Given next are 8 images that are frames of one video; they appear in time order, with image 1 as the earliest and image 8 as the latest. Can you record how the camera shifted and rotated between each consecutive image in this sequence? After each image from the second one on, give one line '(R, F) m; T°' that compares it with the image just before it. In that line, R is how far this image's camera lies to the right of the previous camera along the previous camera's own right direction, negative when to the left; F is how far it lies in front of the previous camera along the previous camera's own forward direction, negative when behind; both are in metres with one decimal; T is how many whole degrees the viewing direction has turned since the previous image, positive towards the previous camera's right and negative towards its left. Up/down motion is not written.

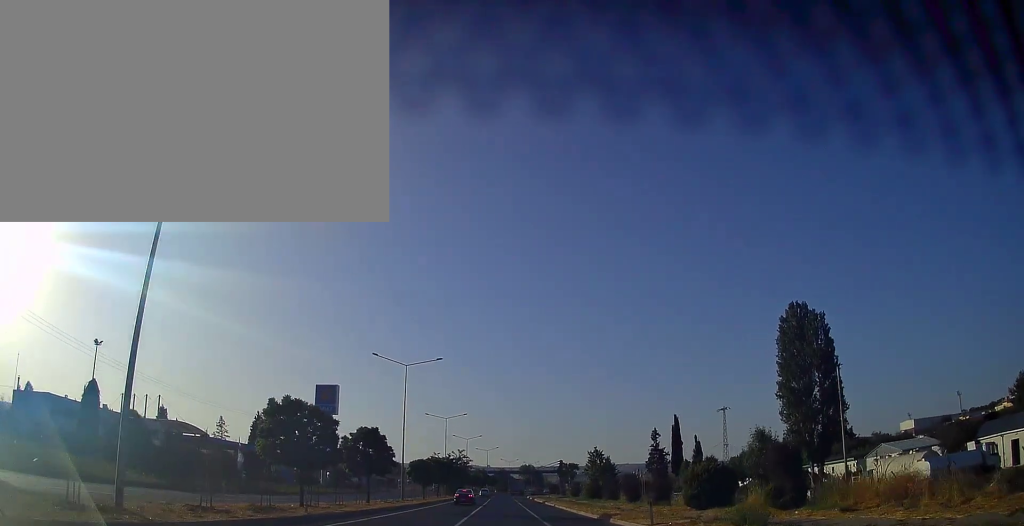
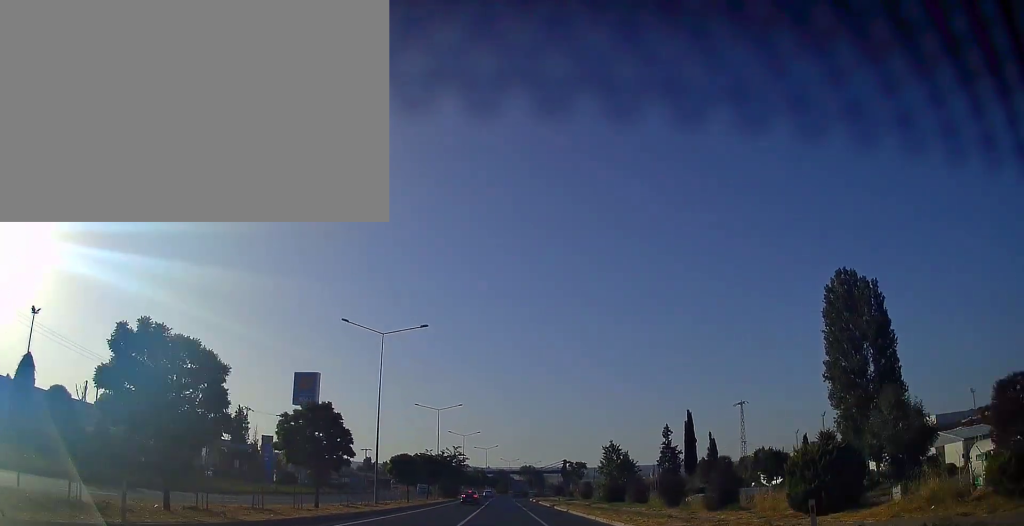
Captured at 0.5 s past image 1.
(-0.1, +10.3) m; 0°
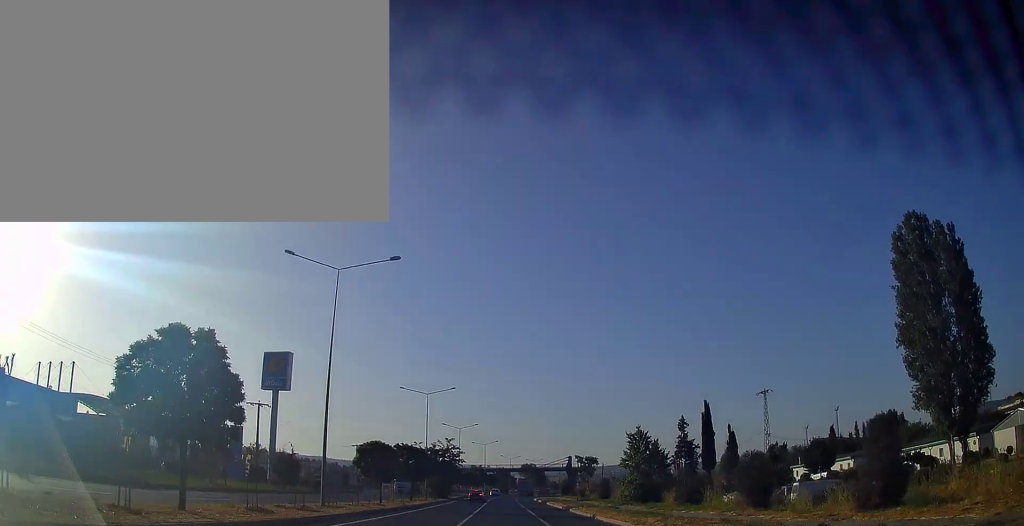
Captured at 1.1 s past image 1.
(0.0, +13.3) m; 0°
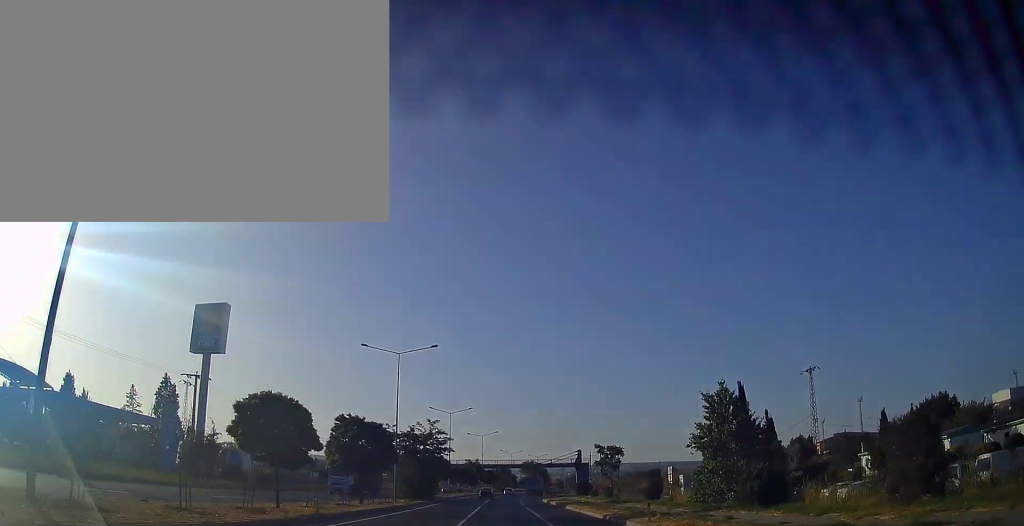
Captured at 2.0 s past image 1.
(0.0, +19.9) m; 0°
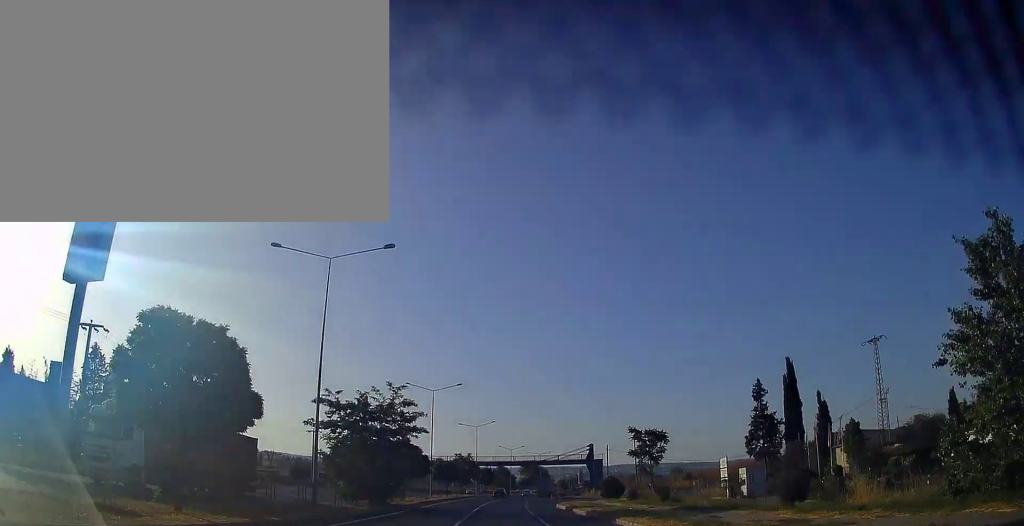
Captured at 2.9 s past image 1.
(+0.1, +20.4) m; 0°
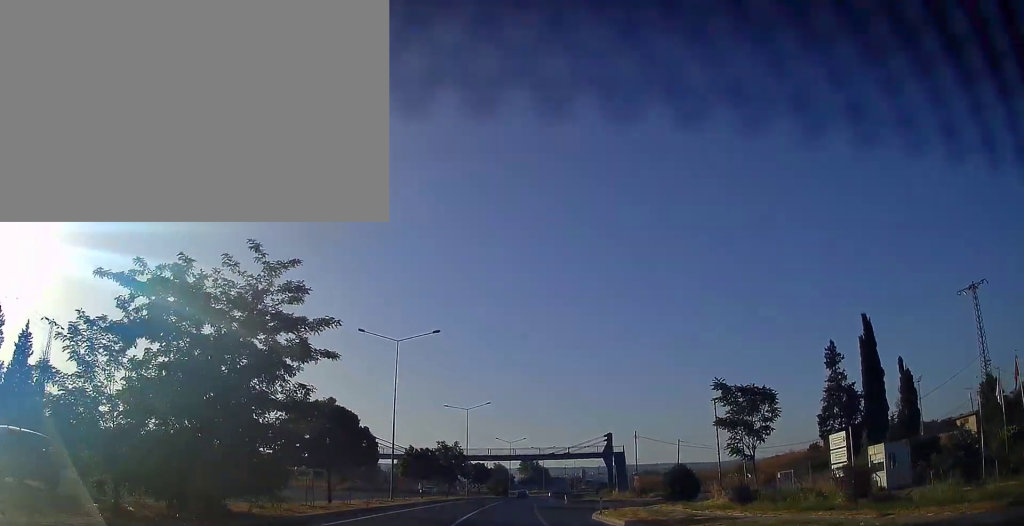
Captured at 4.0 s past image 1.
(-0.1, +23.6) m; 0°
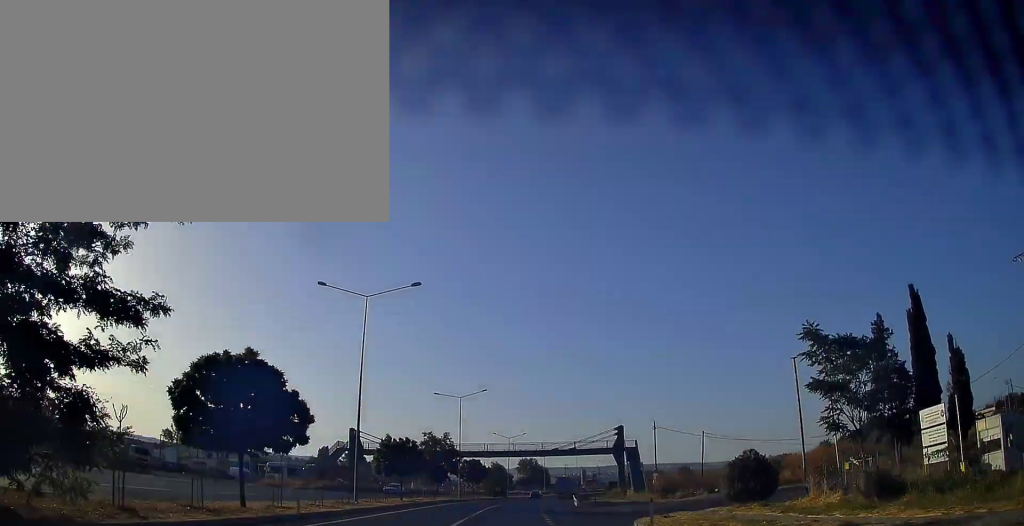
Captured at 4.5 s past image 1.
(0.0, +9.9) m; 0°
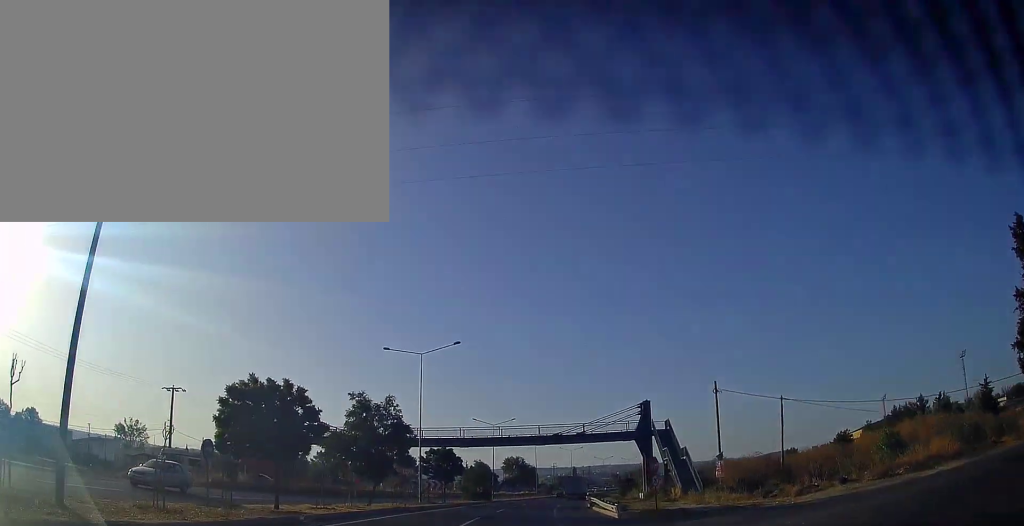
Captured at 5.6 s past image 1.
(+0.3, +24.5) m; +2°
